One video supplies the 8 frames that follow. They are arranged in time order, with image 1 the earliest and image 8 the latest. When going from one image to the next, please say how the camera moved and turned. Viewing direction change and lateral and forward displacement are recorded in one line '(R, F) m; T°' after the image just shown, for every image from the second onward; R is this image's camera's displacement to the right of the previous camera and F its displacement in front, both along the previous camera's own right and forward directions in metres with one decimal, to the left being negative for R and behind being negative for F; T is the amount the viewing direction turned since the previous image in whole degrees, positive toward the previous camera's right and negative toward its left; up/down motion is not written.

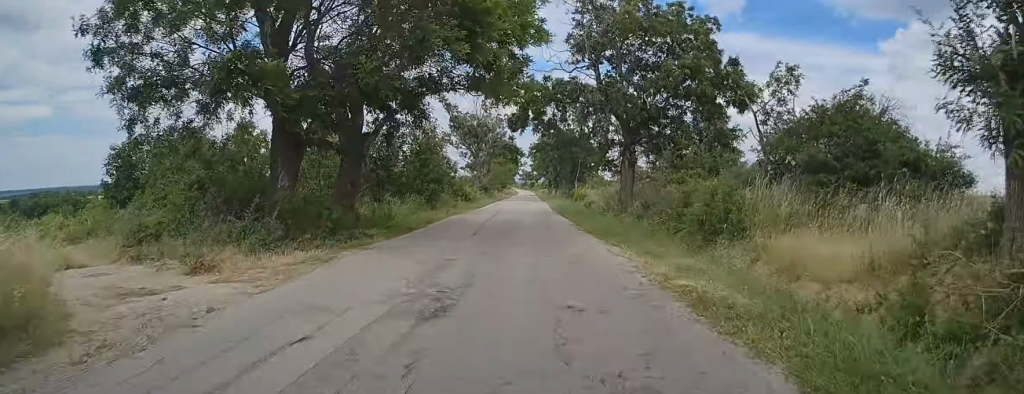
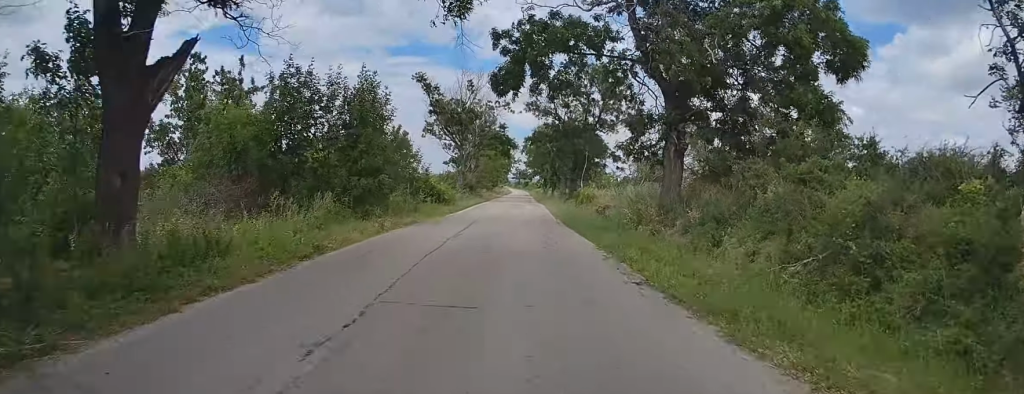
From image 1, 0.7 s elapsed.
(0.0, +12.8) m; 0°
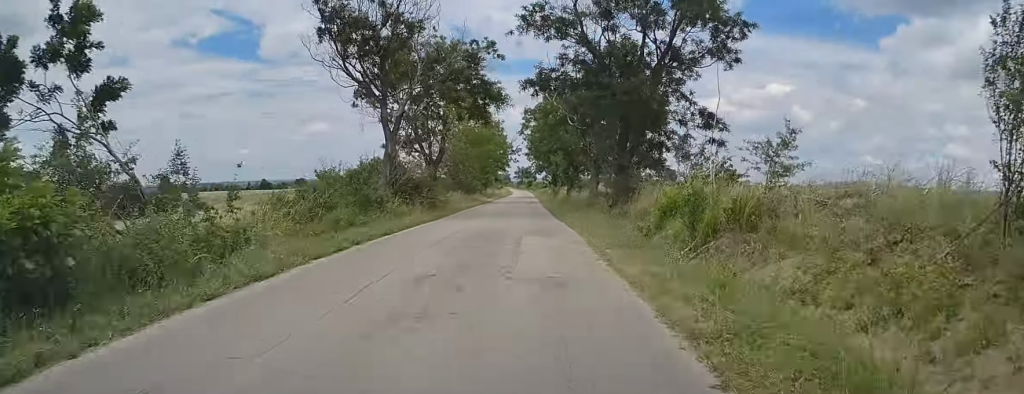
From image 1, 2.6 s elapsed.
(+0.5, +34.8) m; +2°
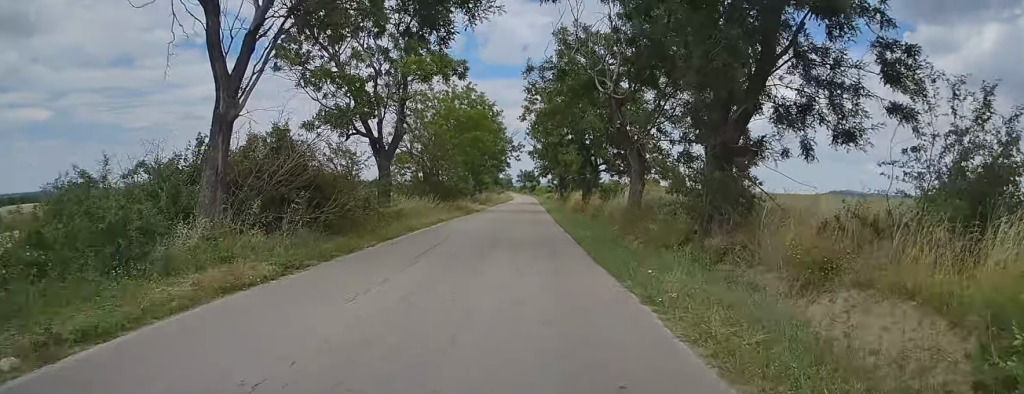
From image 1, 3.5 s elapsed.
(+0.1, +17.2) m; 0°
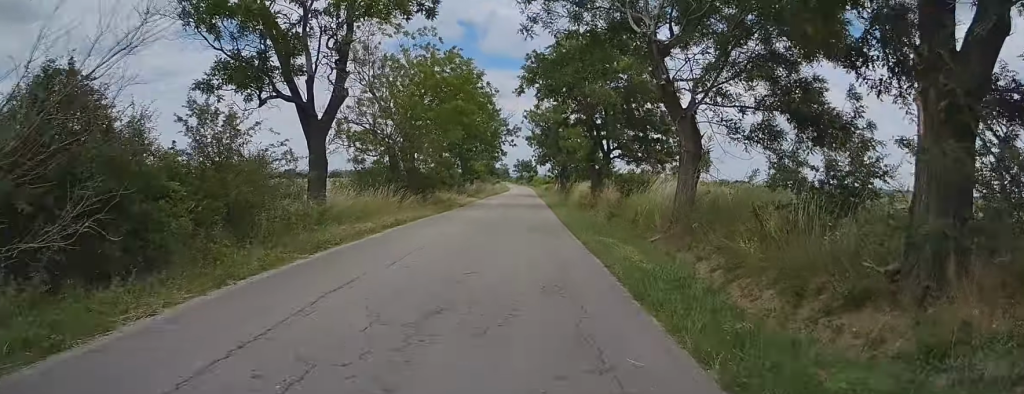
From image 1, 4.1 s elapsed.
(-0.2, +9.9) m; -1°
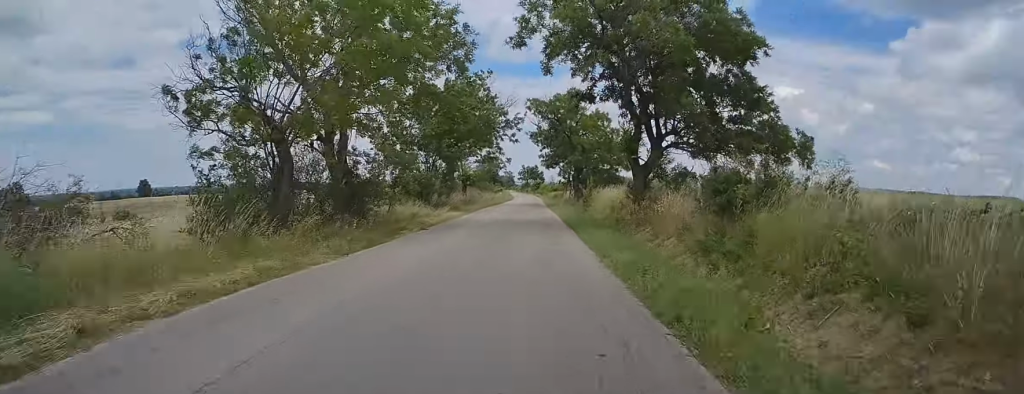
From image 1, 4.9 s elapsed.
(+0.1, +16.1) m; -1°
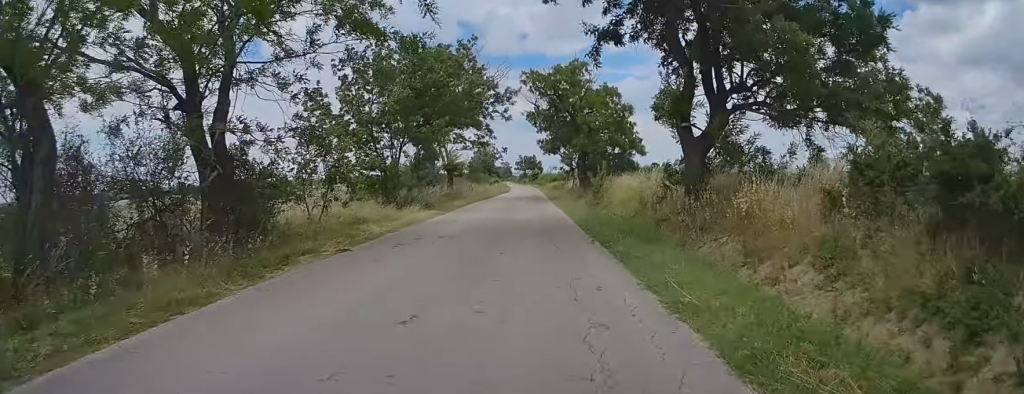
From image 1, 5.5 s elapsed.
(0.0, +10.0) m; 0°
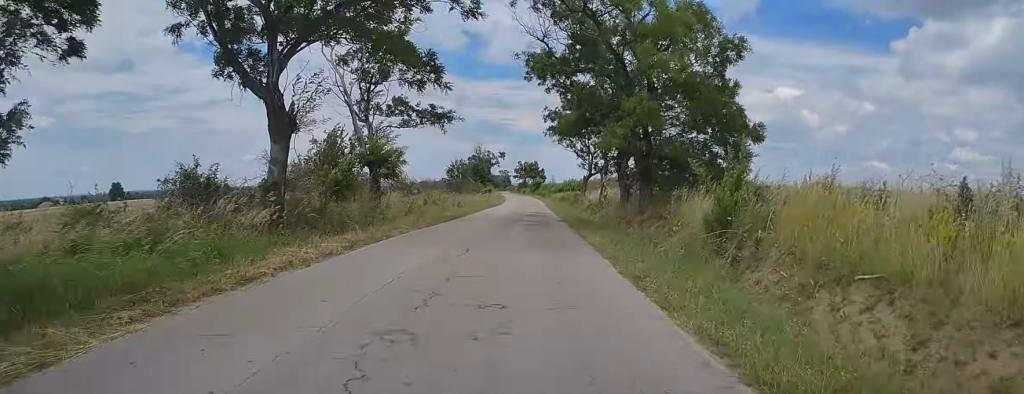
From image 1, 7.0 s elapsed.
(0.0, +27.9) m; +1°
